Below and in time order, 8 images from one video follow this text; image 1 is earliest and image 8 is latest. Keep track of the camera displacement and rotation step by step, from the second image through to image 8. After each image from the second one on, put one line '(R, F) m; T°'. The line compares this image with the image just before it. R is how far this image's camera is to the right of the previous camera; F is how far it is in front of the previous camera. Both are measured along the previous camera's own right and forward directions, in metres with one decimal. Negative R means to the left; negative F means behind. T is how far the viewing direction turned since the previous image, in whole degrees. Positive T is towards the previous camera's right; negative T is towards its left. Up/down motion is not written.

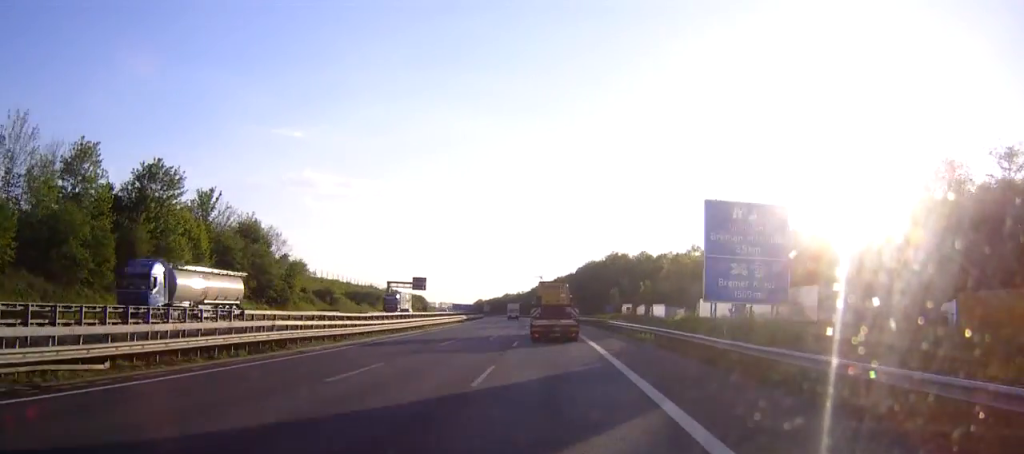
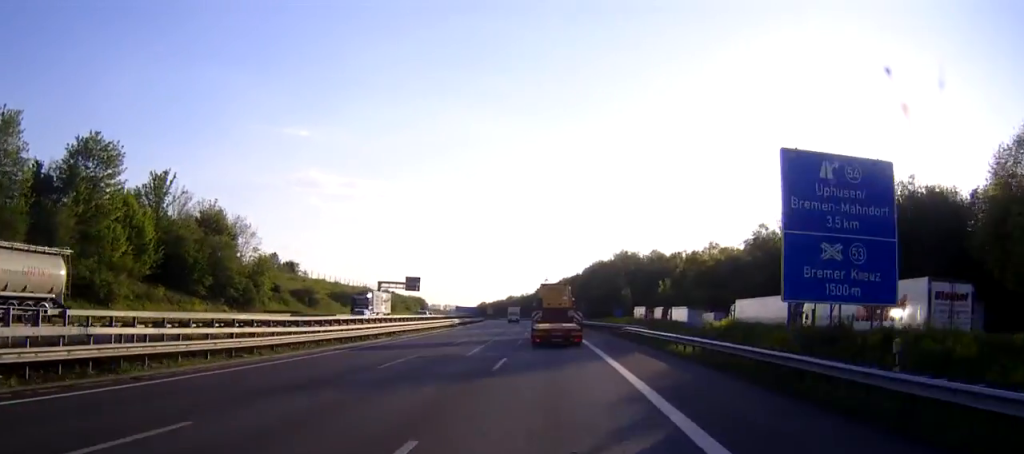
(0.0, +12.9) m; 0°
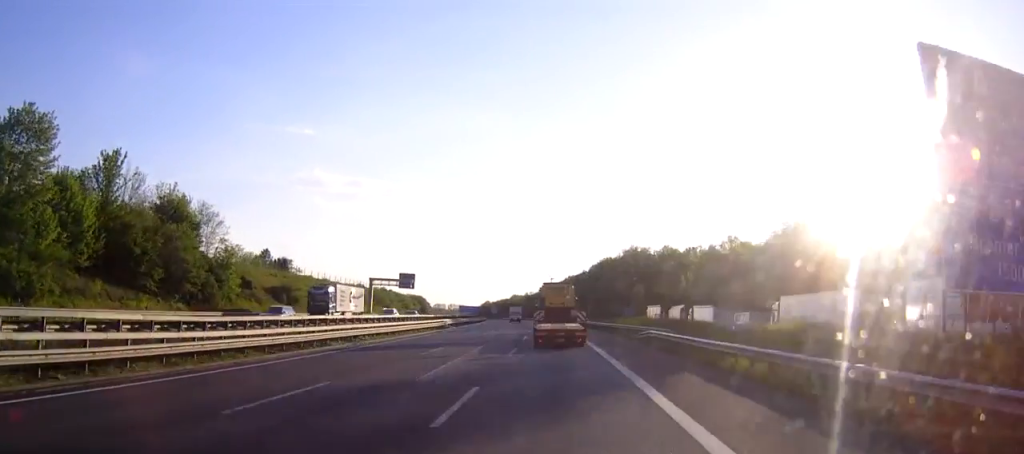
(-0.1, +11.0) m; 0°
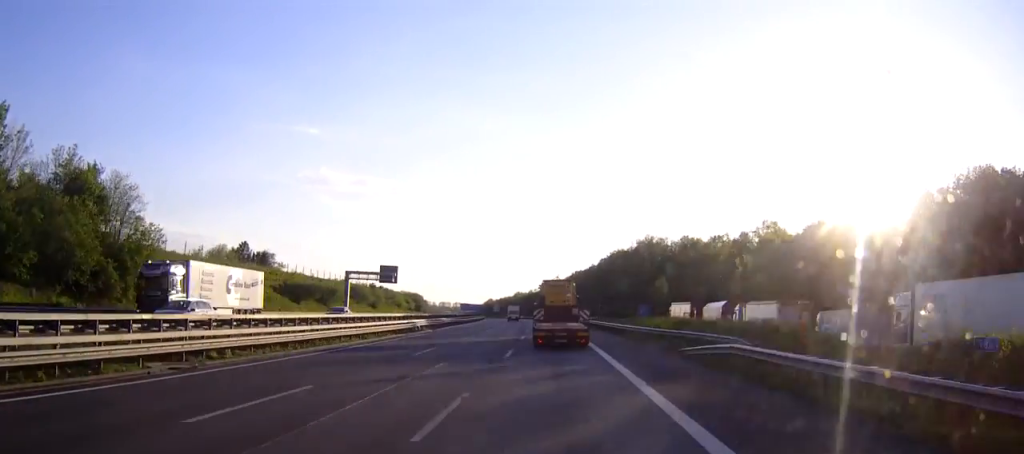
(0.0, +19.2) m; -1°
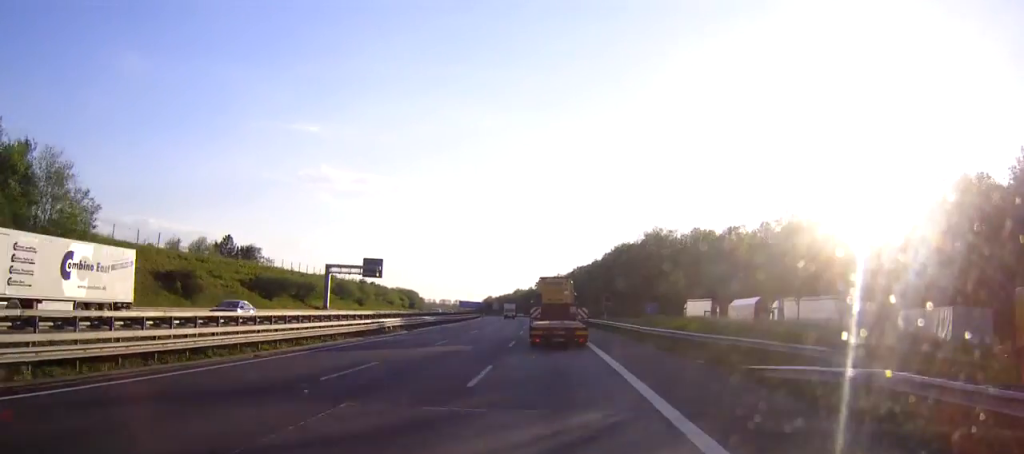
(-0.2, +10.9) m; 0°
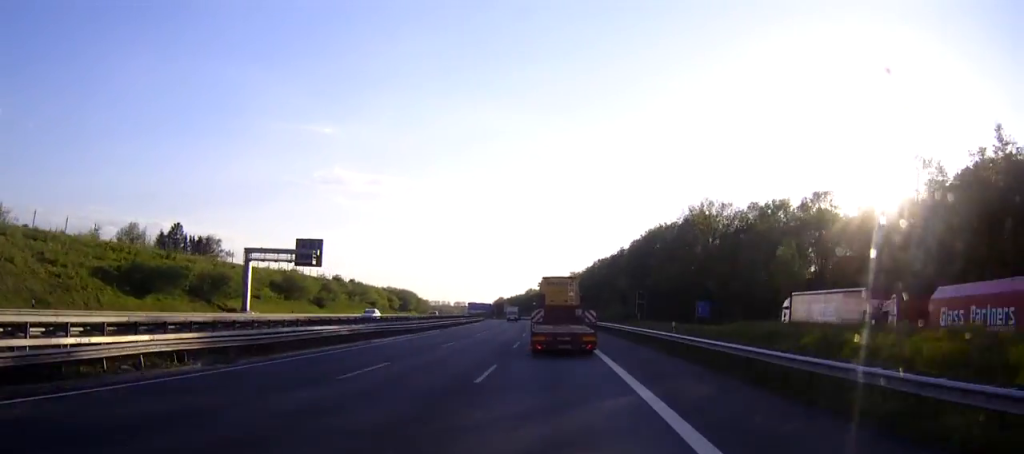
(-0.3, +34.5) m; -1°
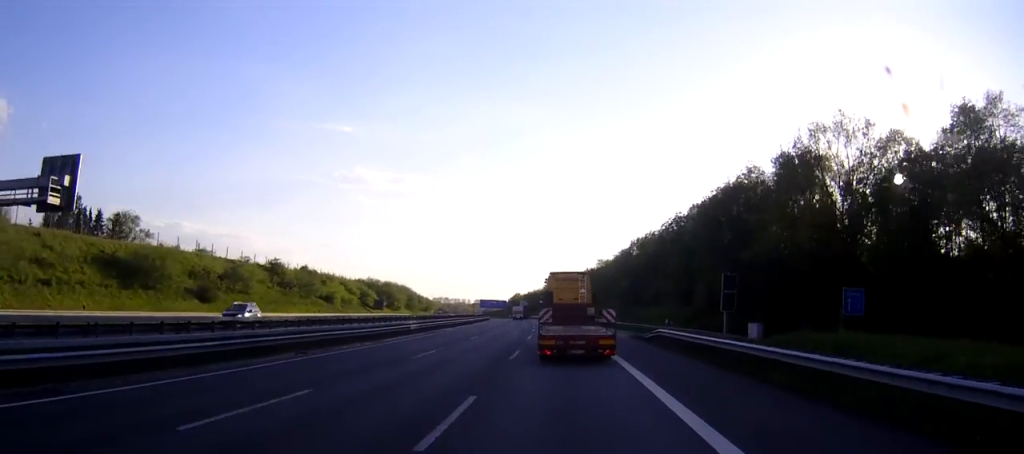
(-0.6, +45.1) m; -2°
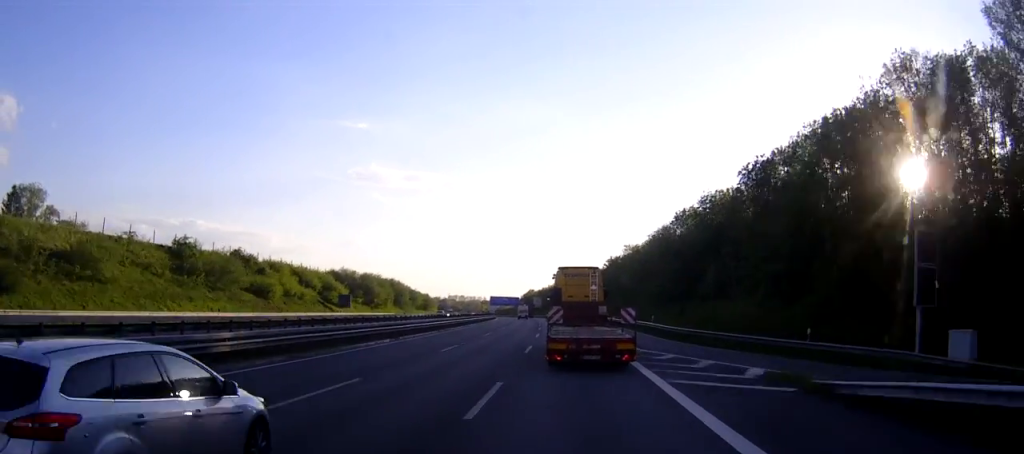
(-0.5, +33.5) m; -2°
